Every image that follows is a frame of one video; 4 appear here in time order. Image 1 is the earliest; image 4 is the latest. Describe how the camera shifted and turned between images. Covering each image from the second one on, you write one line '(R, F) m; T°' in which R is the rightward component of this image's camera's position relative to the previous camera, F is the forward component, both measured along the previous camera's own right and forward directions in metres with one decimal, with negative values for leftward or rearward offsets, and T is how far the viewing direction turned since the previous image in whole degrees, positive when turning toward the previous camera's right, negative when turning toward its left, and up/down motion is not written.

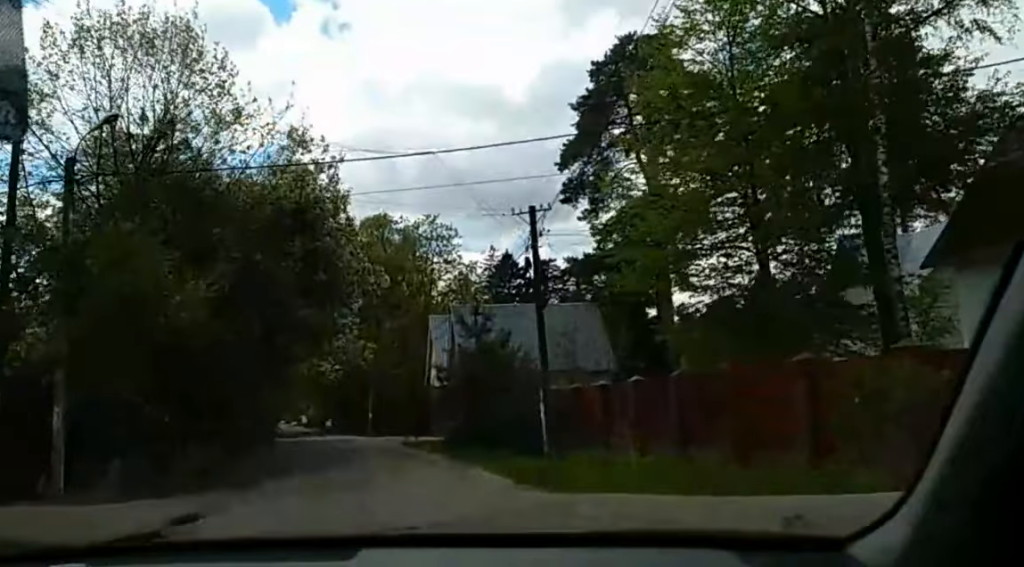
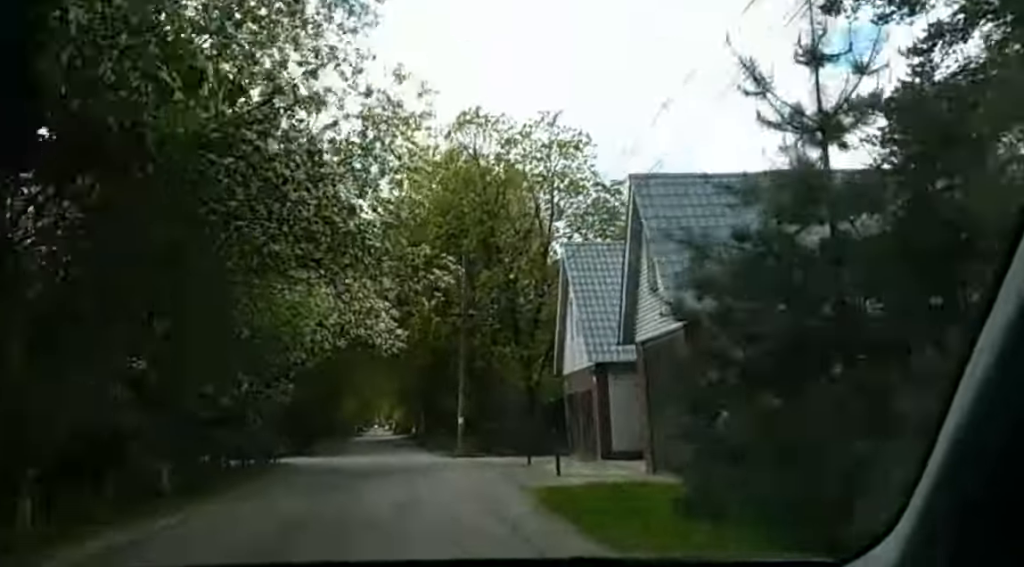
(-2.0, +27.4) m; -8°
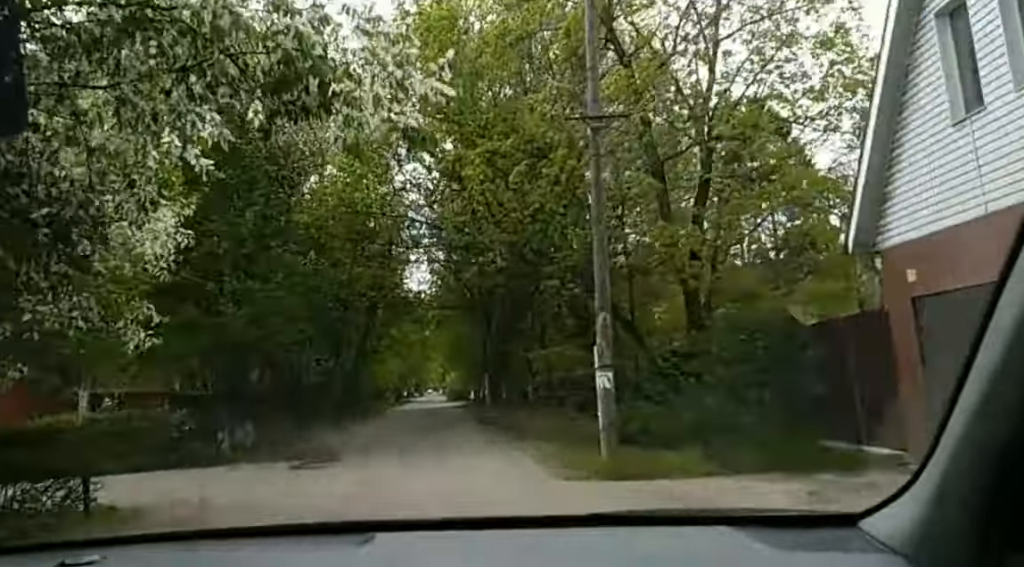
(-0.9, +22.7) m; -2°
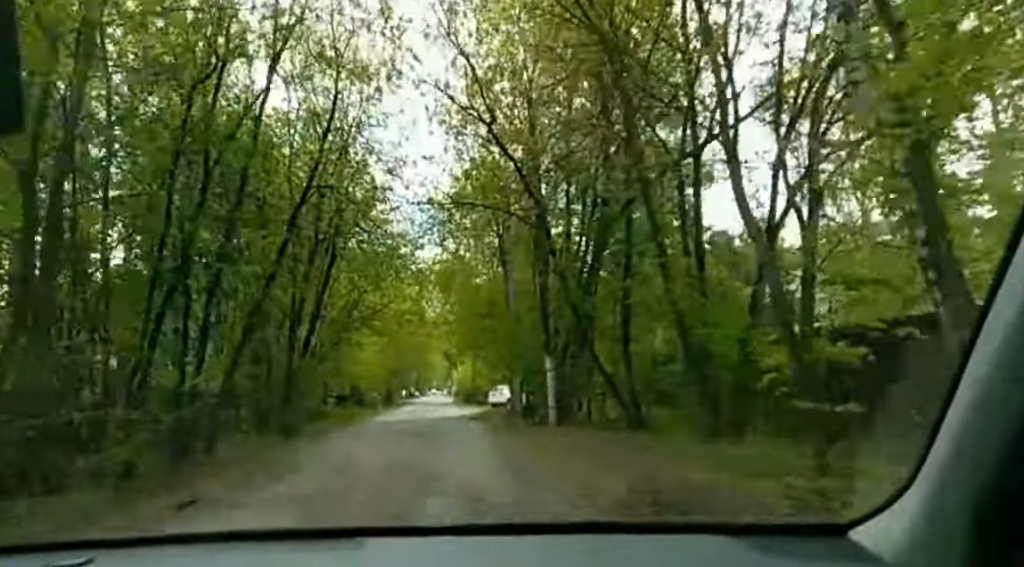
(+1.0, +29.8) m; +2°
